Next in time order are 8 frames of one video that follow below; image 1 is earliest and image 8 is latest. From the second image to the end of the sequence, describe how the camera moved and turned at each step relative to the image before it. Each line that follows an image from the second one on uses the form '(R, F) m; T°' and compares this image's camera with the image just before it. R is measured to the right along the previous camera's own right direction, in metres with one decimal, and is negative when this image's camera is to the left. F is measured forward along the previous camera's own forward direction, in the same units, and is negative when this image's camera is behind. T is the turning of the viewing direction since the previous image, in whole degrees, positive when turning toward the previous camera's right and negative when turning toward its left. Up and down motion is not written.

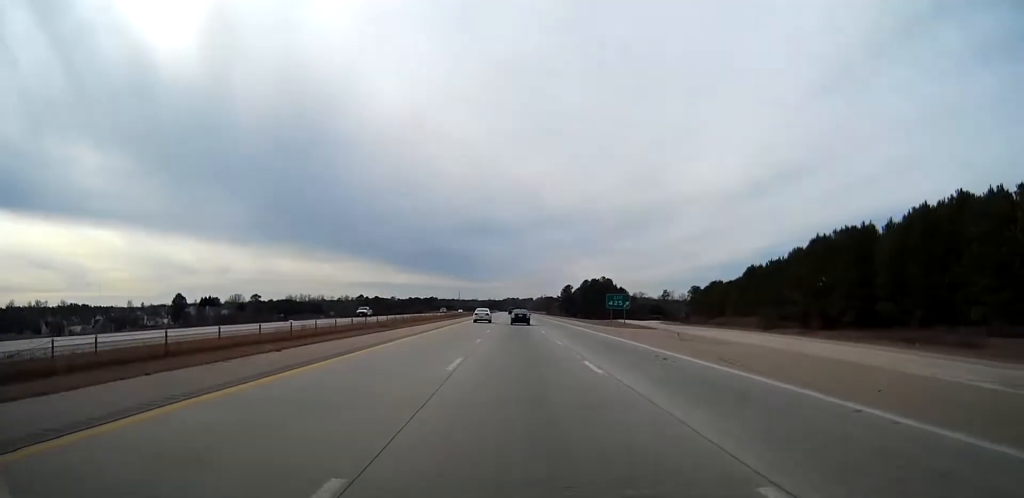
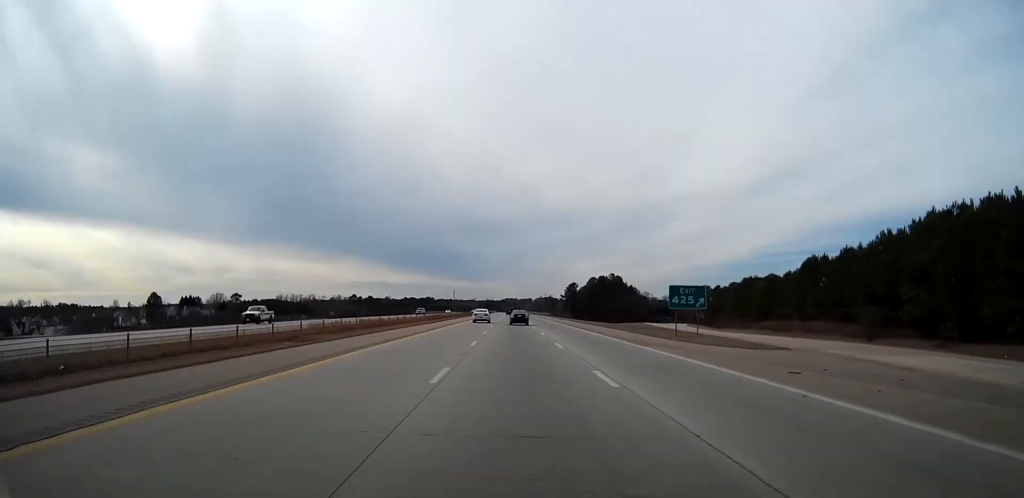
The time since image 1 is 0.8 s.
(+0.2, +28.5) m; 0°
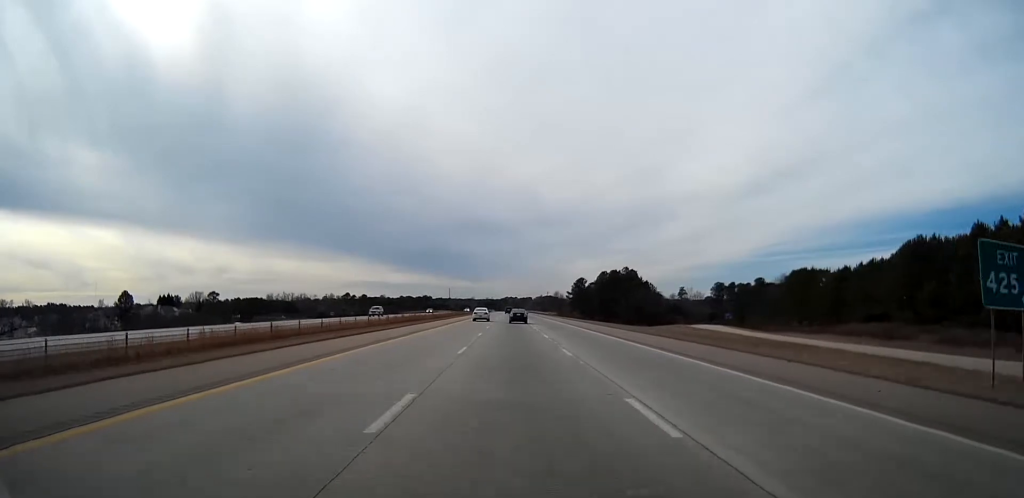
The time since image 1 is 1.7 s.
(-0.1, +30.1) m; 0°
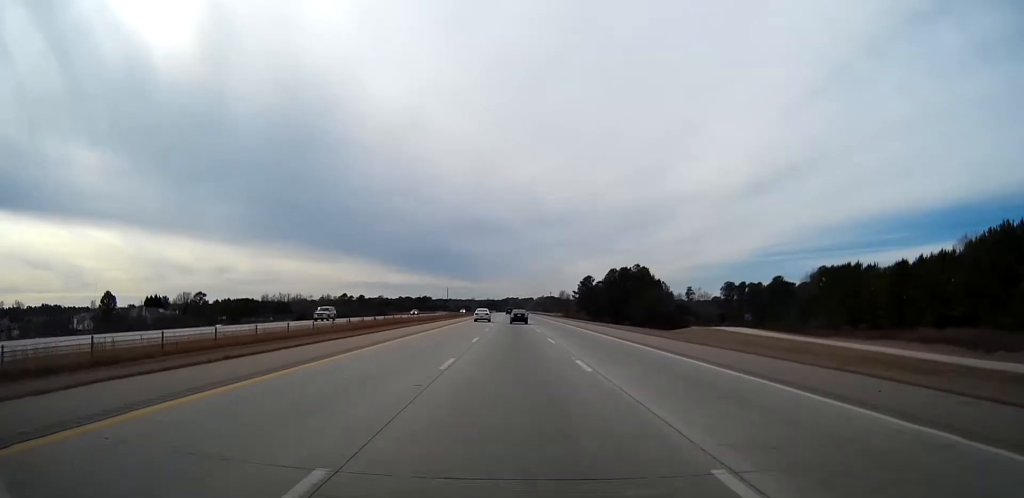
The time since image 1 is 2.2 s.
(-0.2, +17.1) m; 0°
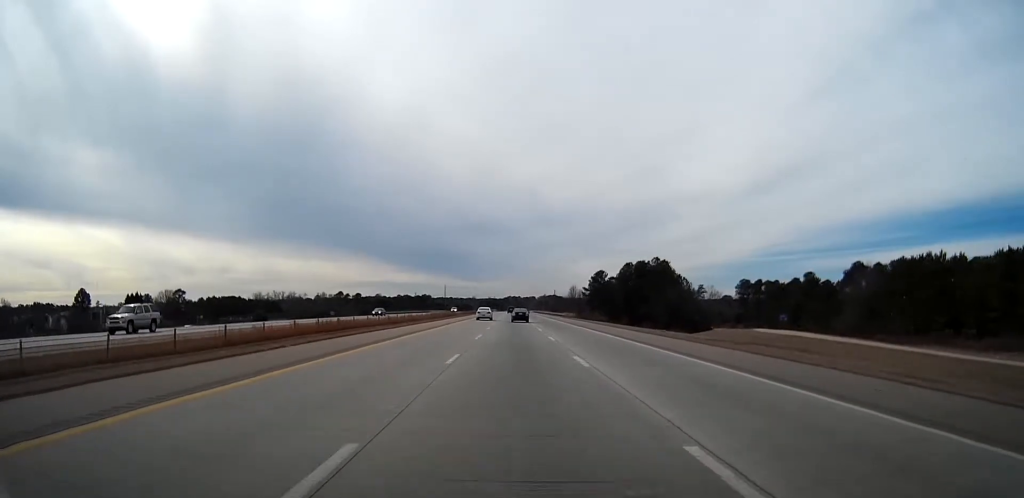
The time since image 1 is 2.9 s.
(+0.3, +23.3) m; 0°
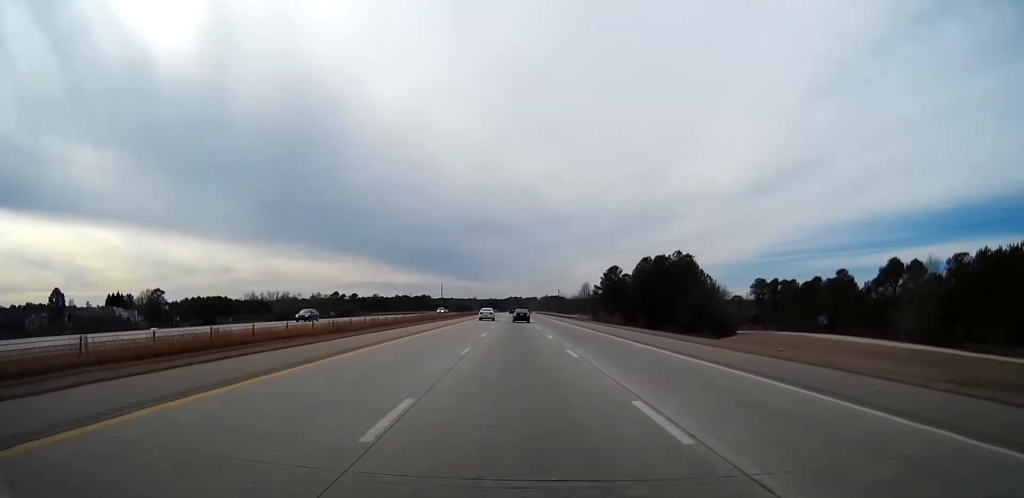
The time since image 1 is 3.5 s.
(-0.1, +20.7) m; 0°
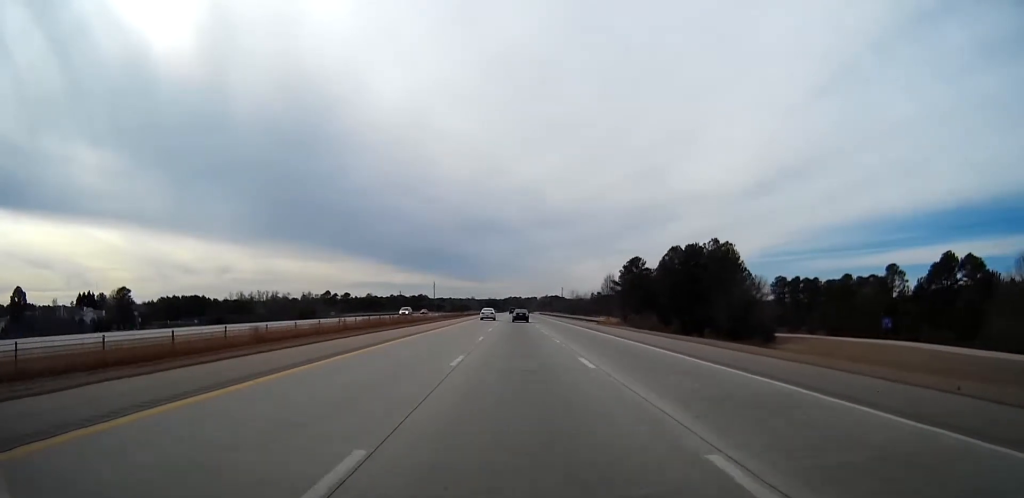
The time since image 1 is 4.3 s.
(-0.3, +26.5) m; 0°
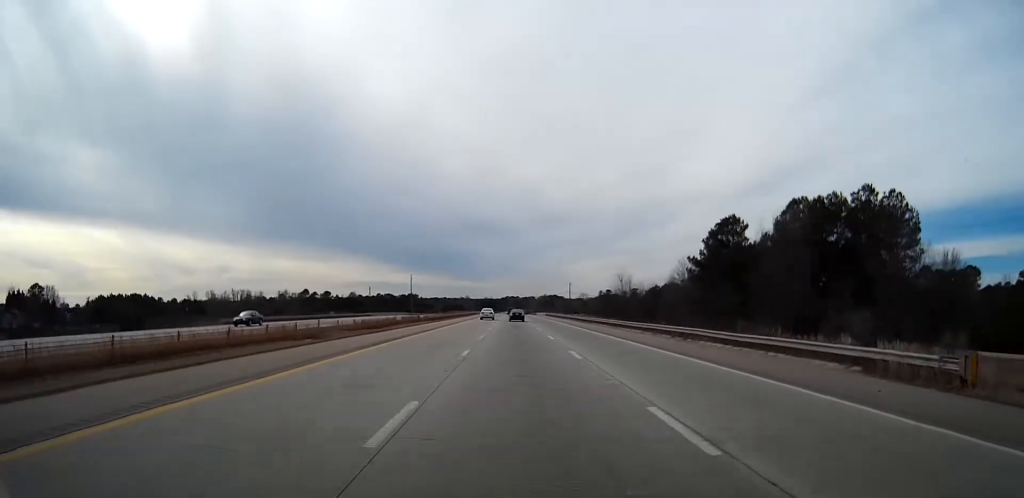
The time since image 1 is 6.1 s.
(+0.4, +53.9) m; +1°
